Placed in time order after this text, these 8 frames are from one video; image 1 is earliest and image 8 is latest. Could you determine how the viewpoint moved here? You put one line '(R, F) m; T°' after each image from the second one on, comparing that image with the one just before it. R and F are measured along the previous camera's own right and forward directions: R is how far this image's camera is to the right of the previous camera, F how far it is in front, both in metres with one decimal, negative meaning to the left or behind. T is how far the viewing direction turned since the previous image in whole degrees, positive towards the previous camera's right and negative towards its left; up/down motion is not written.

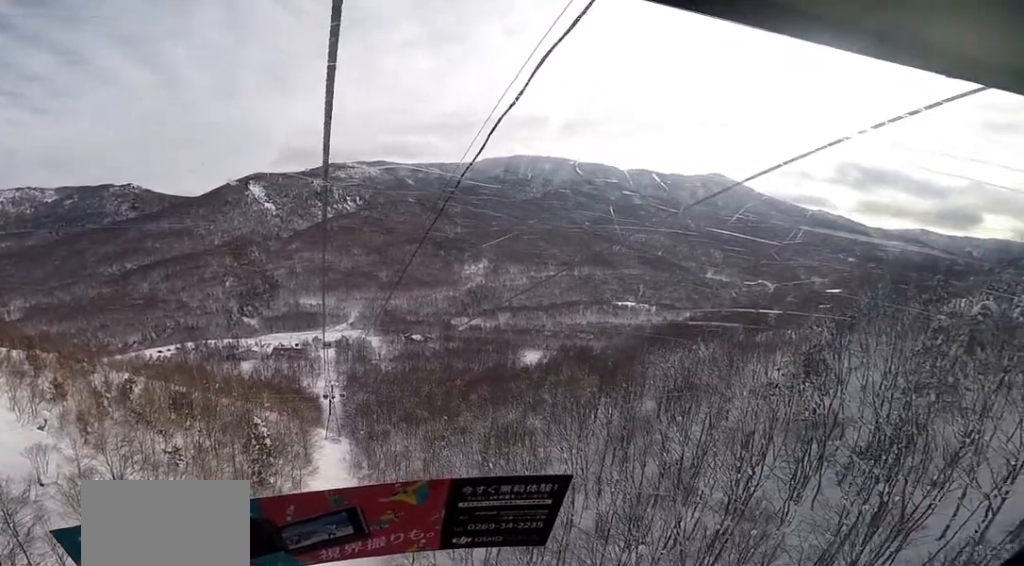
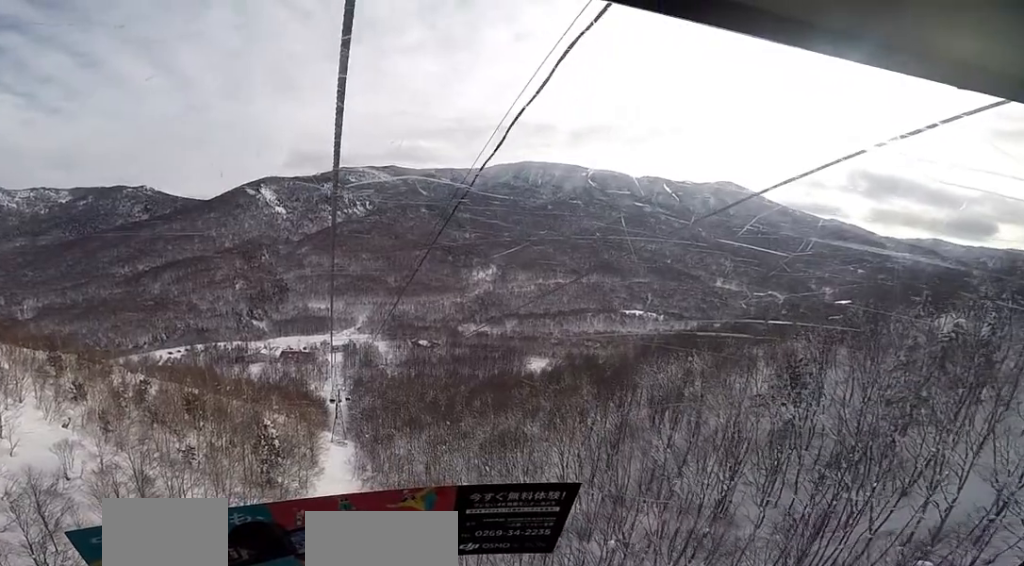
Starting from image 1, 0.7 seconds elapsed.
(0.0, +3.1) m; 0°
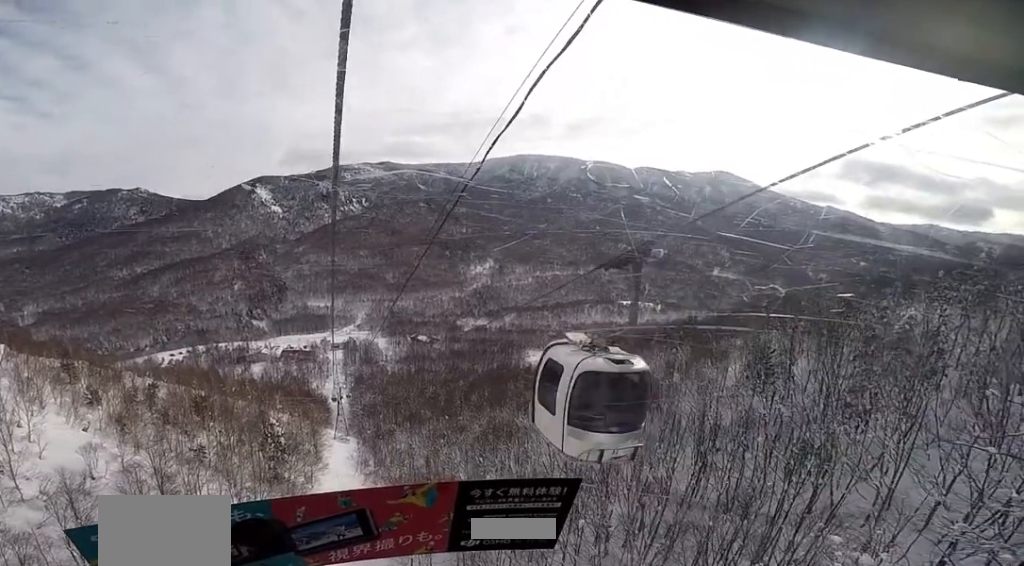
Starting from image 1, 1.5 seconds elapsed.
(0.0, +3.8) m; 0°
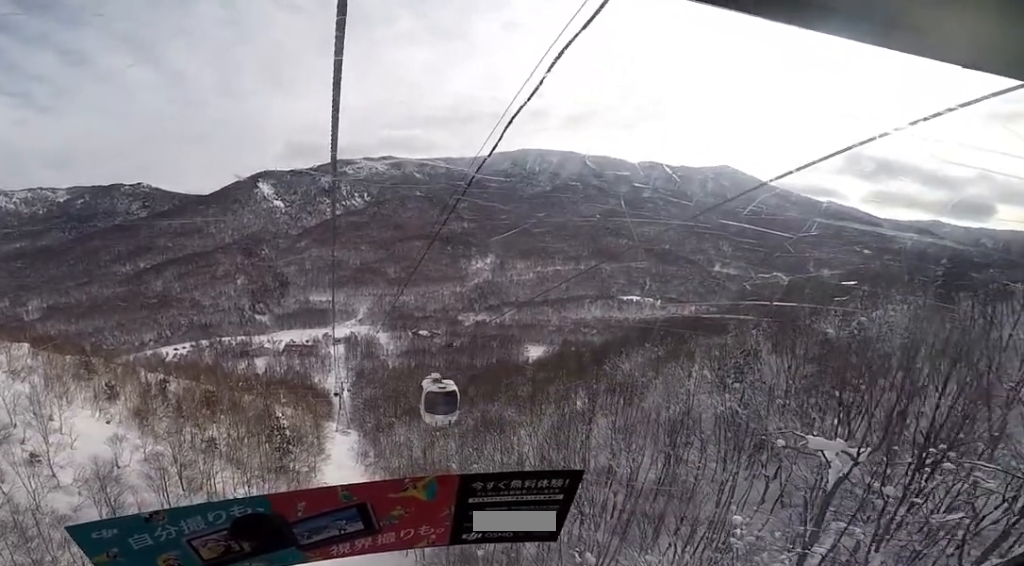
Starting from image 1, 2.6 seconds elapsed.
(0.0, +5.2) m; 0°
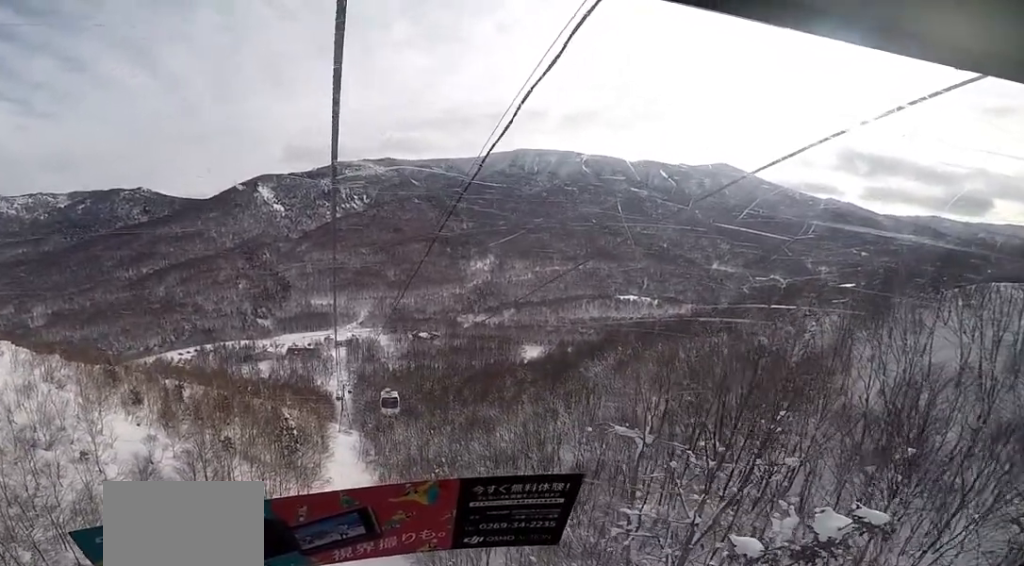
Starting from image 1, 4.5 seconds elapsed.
(0.0, +8.2) m; 0°
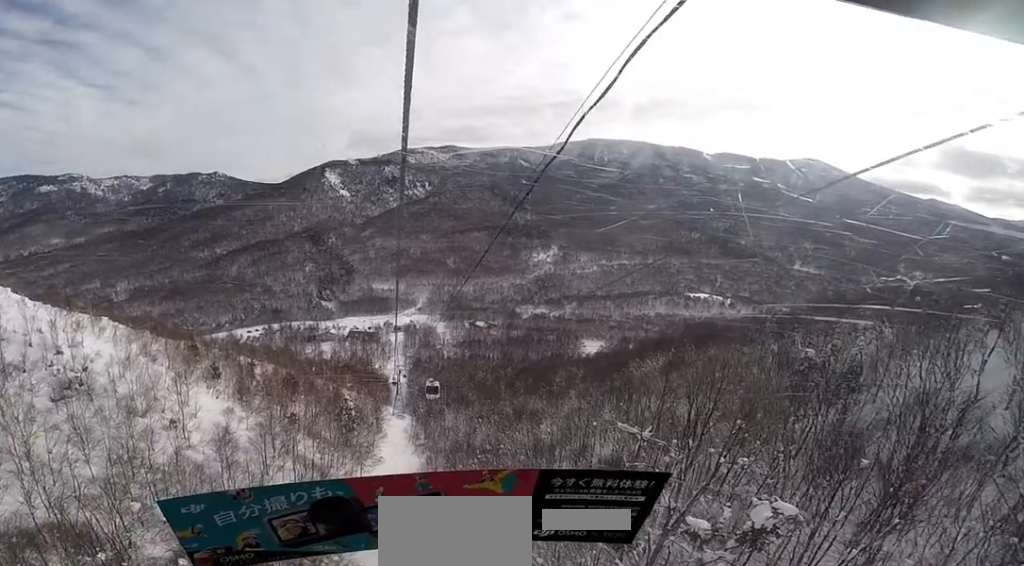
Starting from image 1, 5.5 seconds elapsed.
(0.0, +4.7) m; 0°
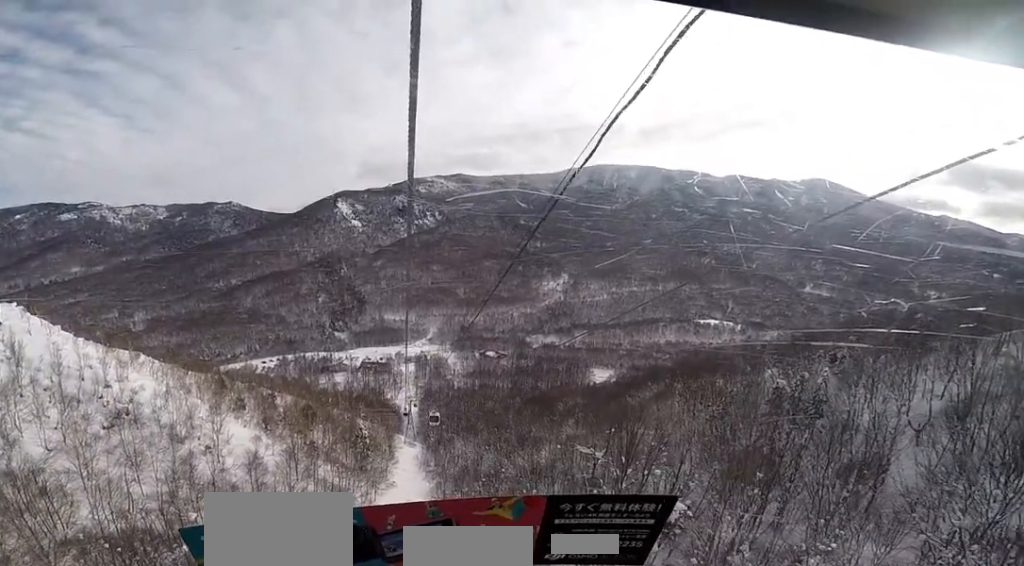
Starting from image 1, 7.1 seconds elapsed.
(0.0, +7.2) m; 0°
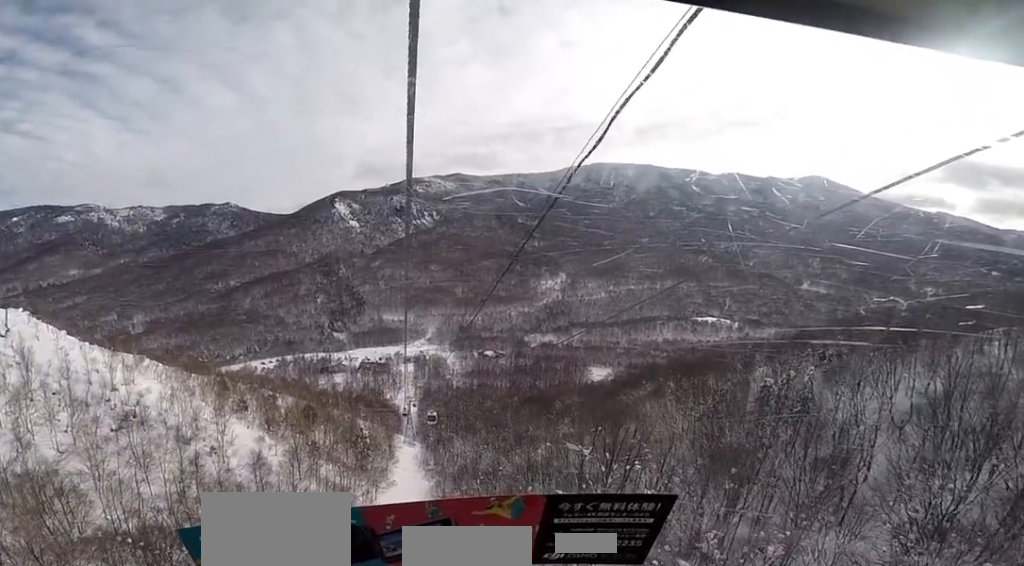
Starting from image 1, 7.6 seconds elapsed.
(0.0, +2.0) m; 0°
